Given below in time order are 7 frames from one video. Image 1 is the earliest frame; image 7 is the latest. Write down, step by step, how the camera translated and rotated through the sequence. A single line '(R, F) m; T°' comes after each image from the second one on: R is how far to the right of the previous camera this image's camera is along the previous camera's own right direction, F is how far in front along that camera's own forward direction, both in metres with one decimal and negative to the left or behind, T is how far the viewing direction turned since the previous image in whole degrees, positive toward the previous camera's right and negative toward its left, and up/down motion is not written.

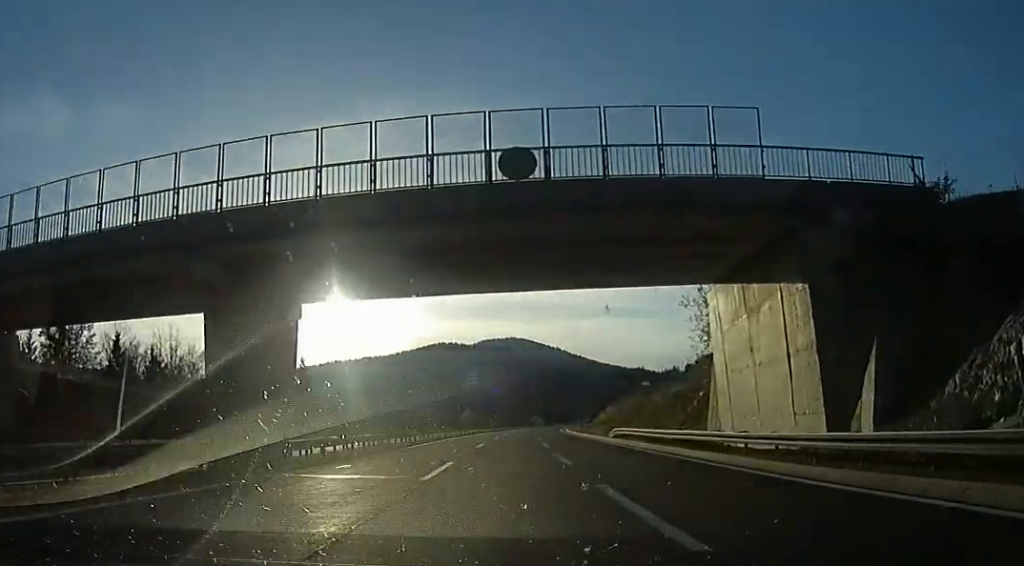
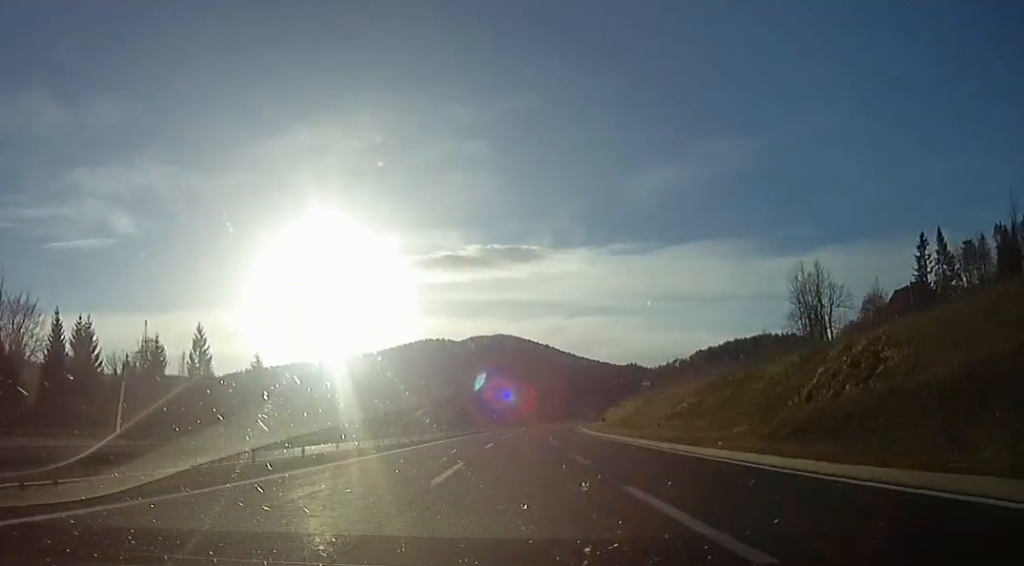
(-1.4, +37.5) m; -2°
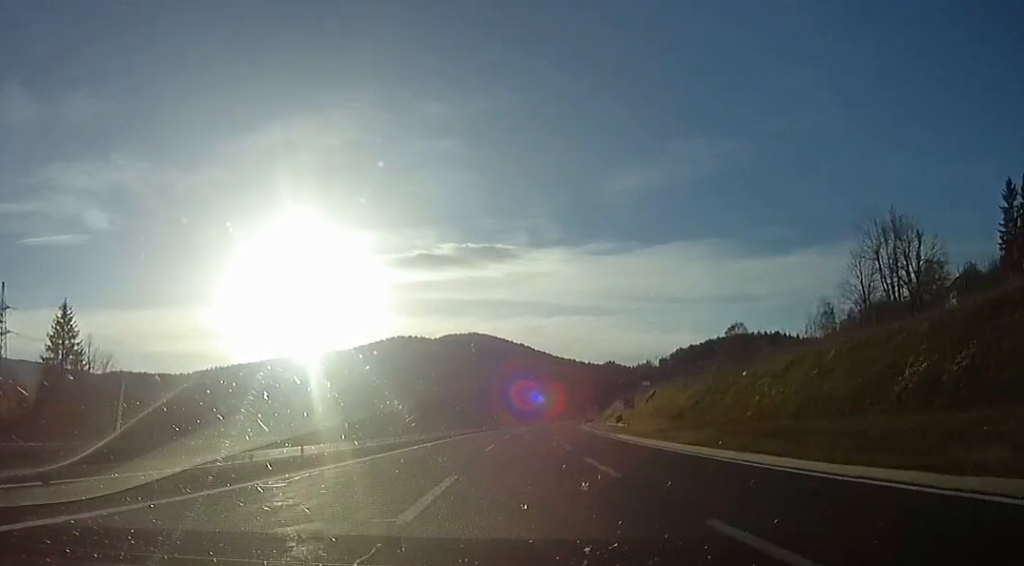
(+1.1, +40.0) m; +6°
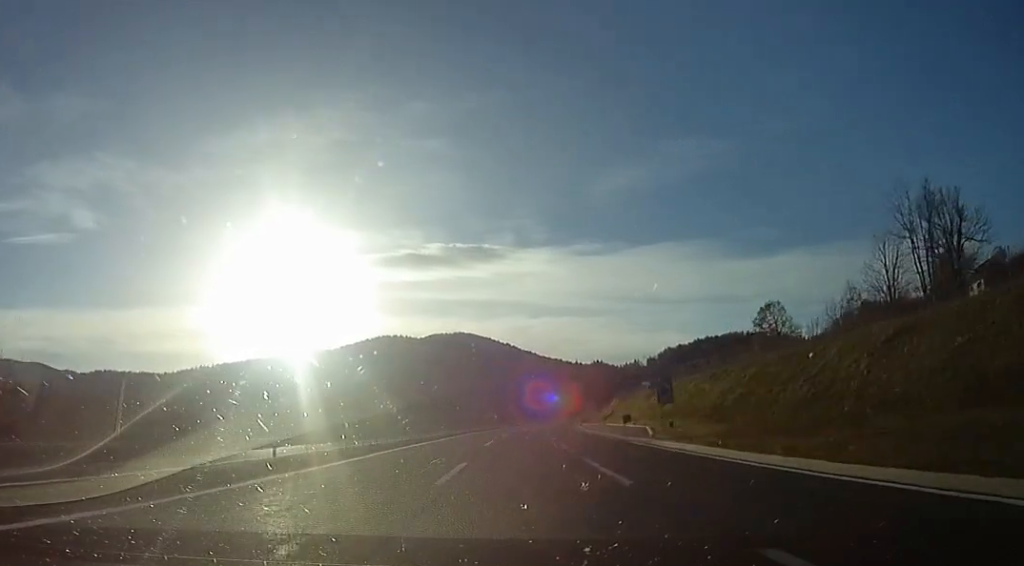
(+0.5, +13.8) m; +1°
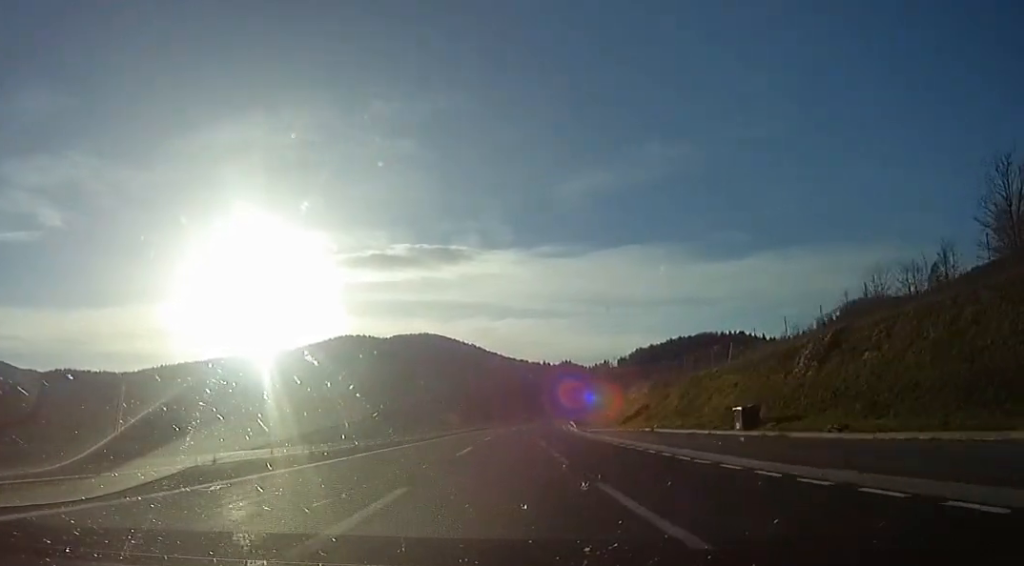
(0.0, +41.8) m; 0°
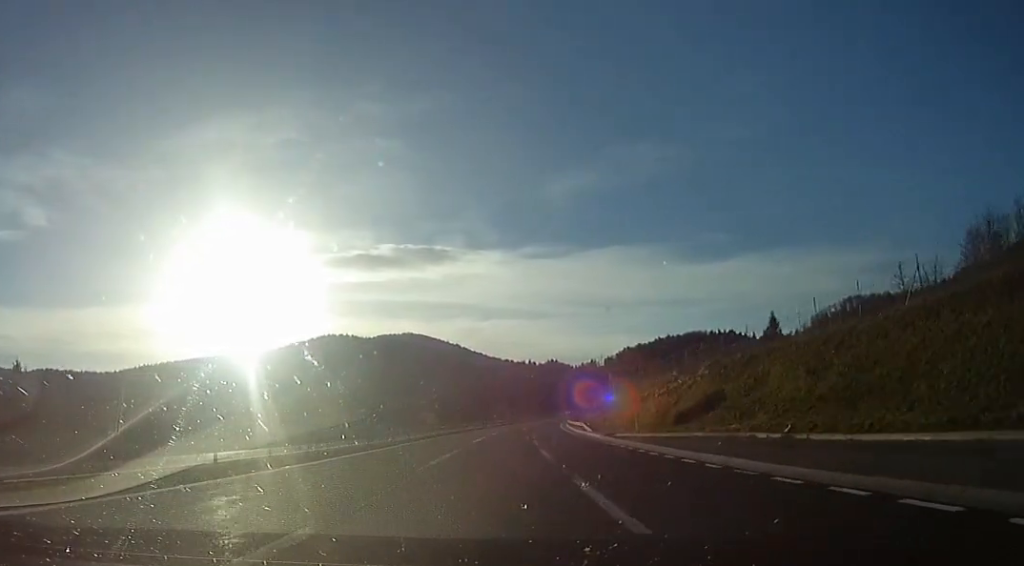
(+0.6, +22.8) m; +2°
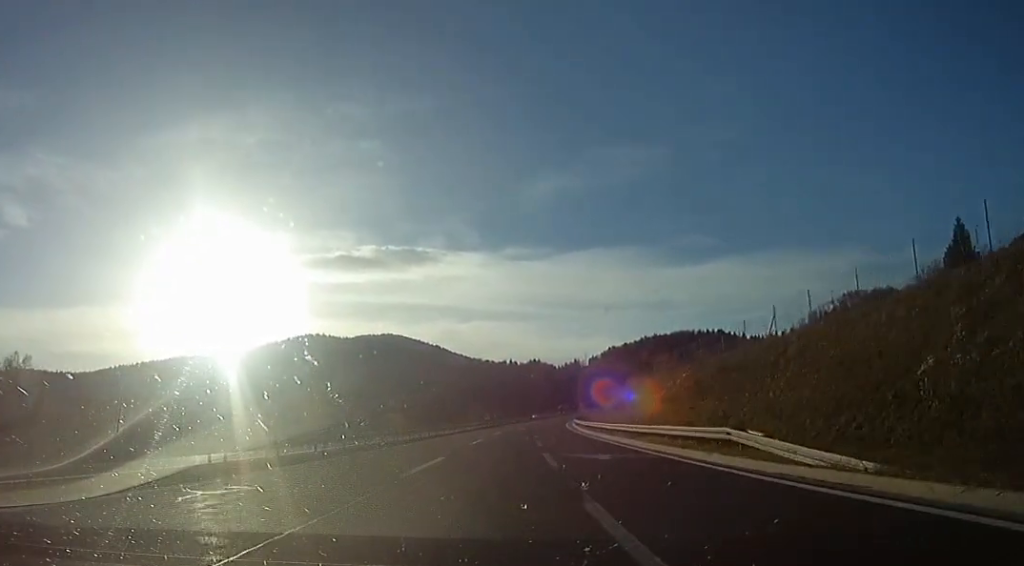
(+1.1, +39.6) m; +2°
